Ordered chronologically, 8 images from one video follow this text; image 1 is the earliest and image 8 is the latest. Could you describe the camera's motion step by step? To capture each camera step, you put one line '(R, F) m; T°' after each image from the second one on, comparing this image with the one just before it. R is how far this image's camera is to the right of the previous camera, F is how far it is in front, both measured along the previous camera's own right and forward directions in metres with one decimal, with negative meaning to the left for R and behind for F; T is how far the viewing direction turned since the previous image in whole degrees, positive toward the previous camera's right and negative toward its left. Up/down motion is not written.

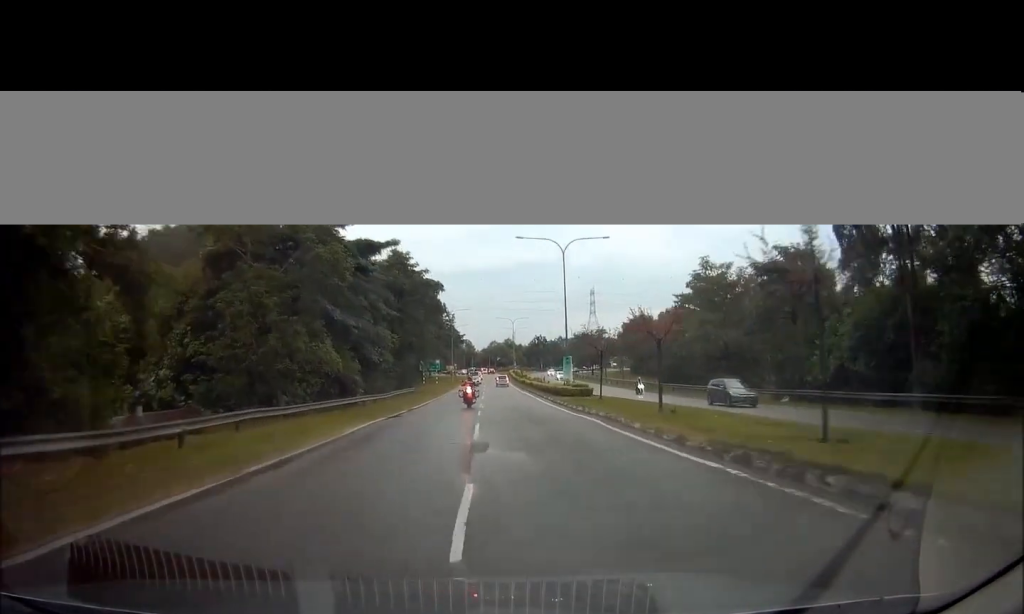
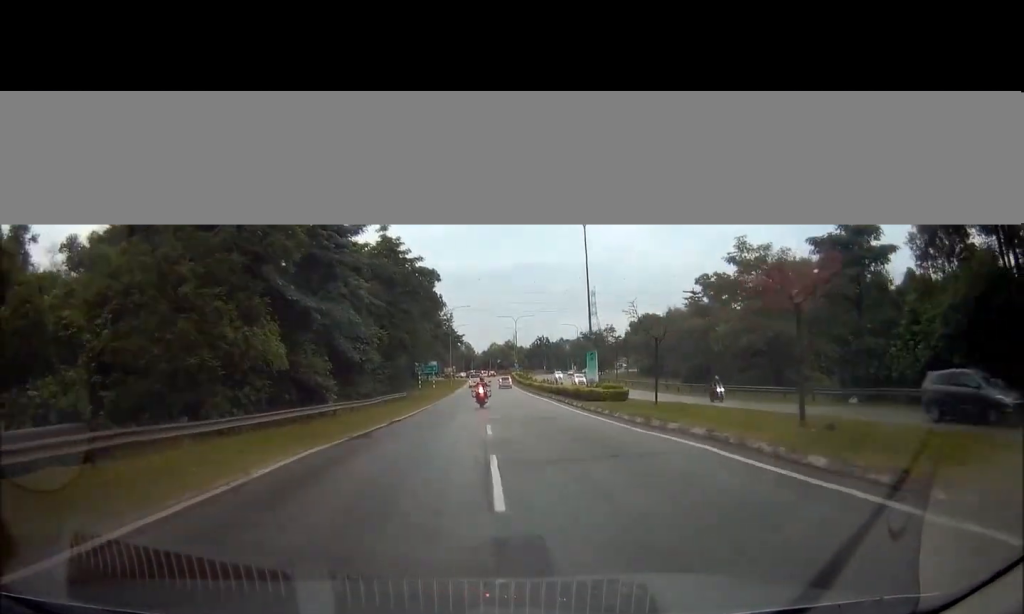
(+0.1, +8.3) m; 0°
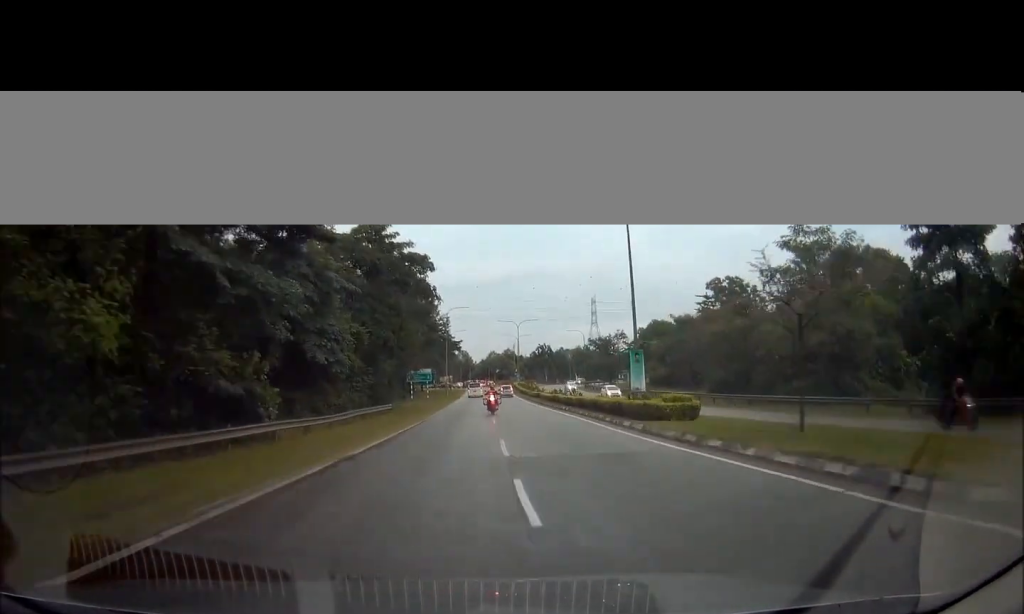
(0.0, +9.6) m; 0°
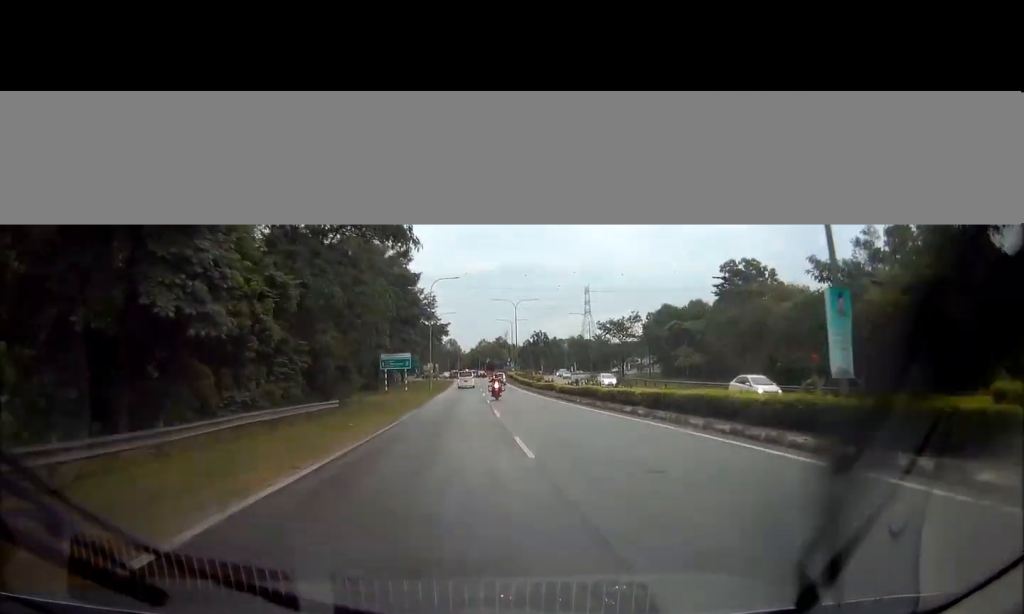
(0.0, +15.5) m; +1°
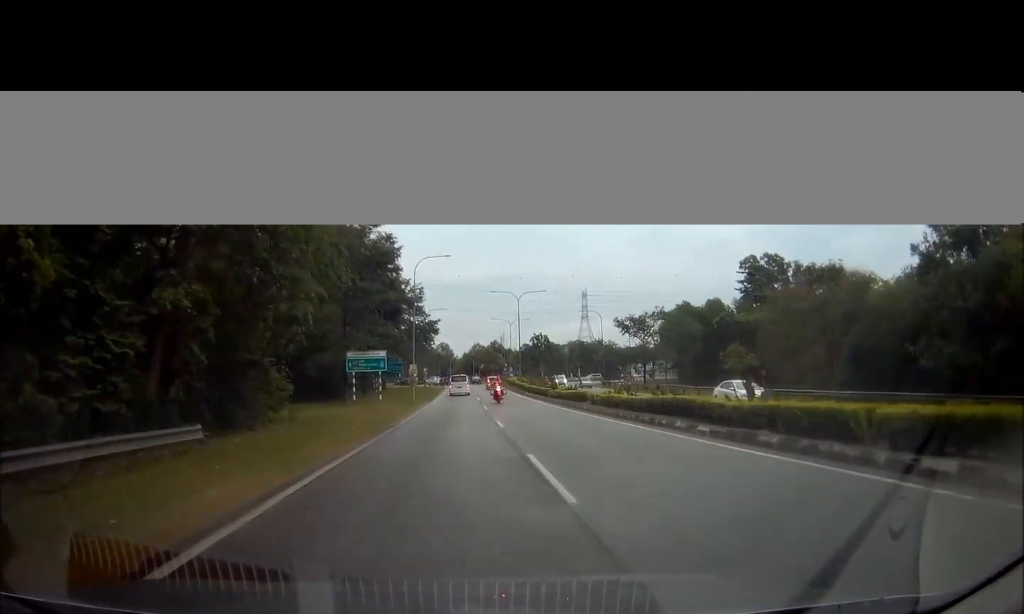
(+0.2, +14.3) m; +1°
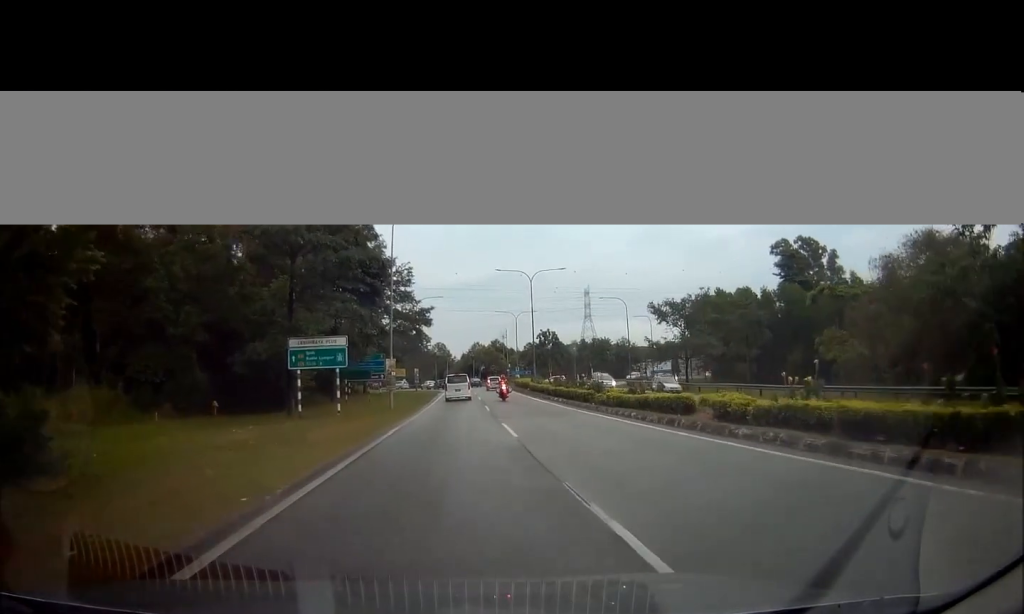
(+0.1, +15.7) m; +1°
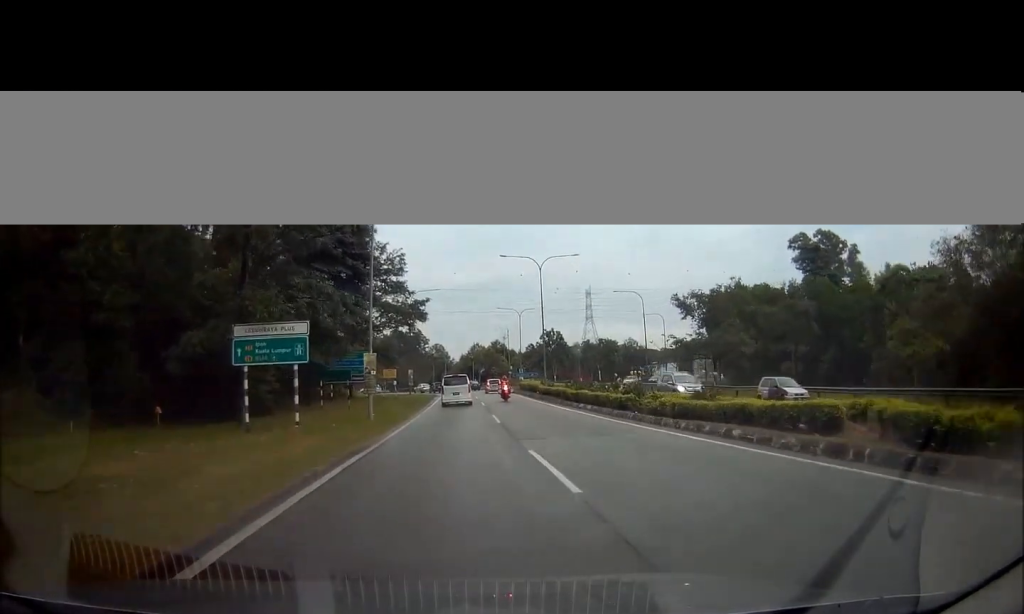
(0.0, +7.9) m; 0°
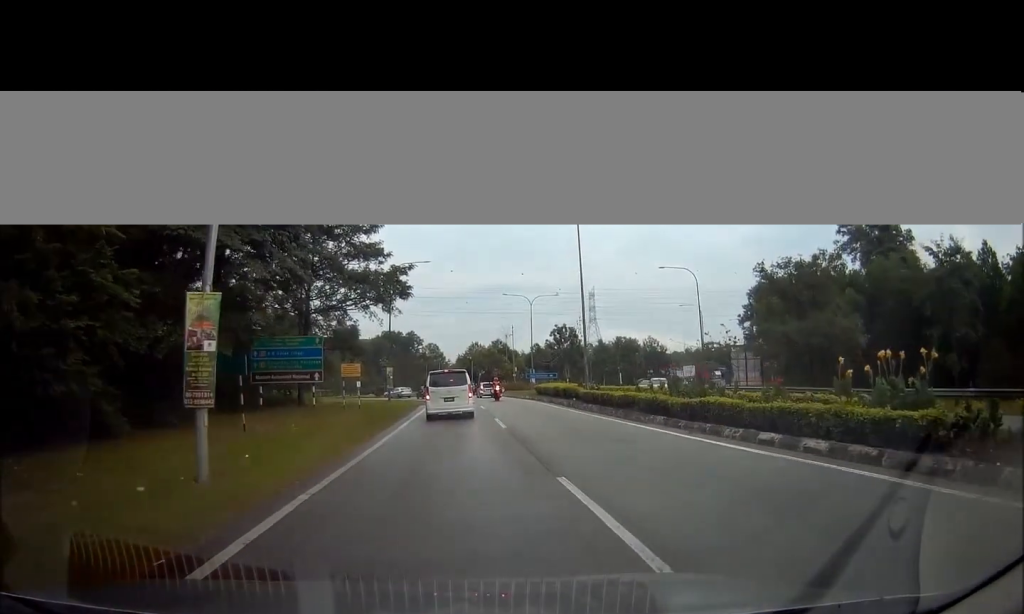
(0.0, +17.9) m; 0°
